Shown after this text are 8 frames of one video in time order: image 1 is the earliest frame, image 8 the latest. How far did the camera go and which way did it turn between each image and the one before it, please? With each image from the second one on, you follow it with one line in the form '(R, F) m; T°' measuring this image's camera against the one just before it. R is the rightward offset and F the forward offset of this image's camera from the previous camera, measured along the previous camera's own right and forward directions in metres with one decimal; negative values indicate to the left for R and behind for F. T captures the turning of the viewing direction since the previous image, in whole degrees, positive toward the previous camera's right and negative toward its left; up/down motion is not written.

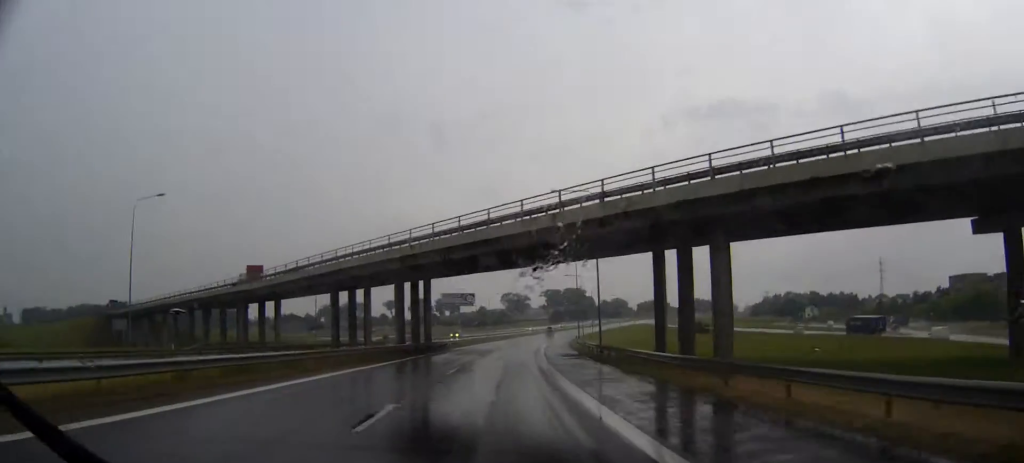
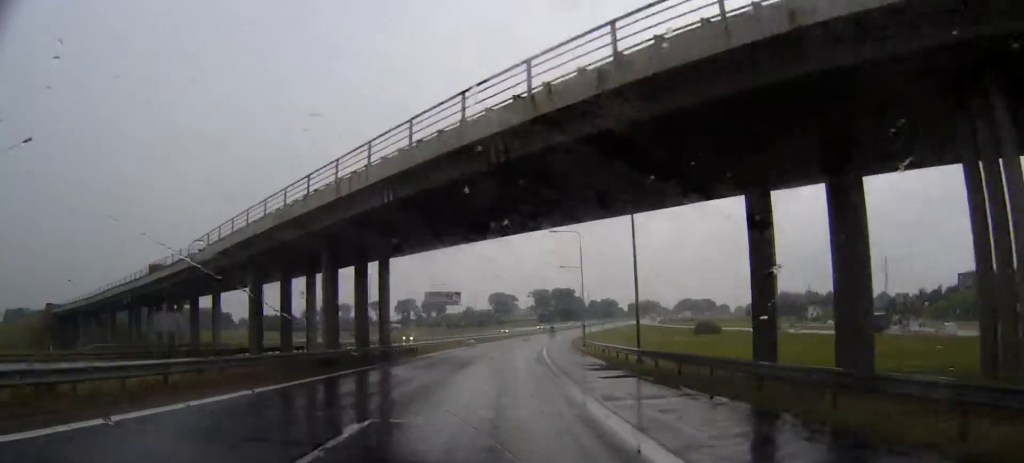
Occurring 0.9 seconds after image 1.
(+0.1, +18.8) m; +1°
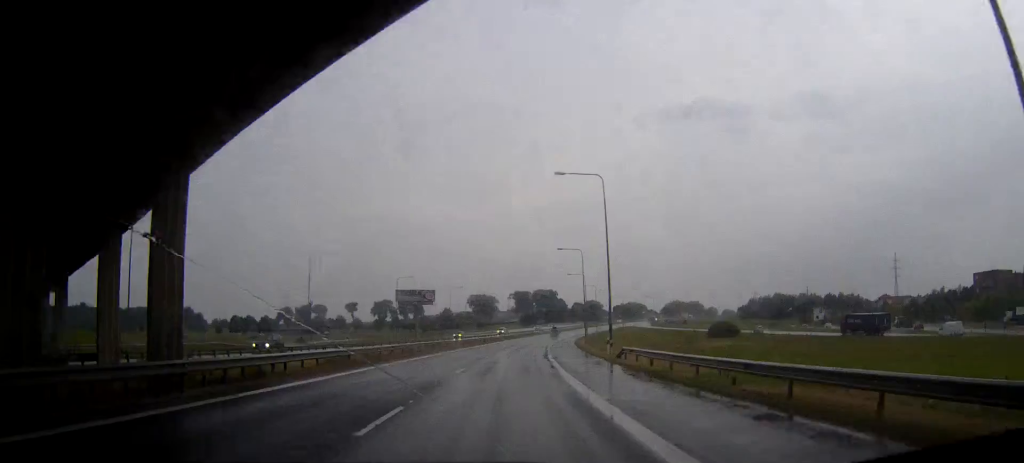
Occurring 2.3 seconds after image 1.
(+0.6, +29.4) m; +2°
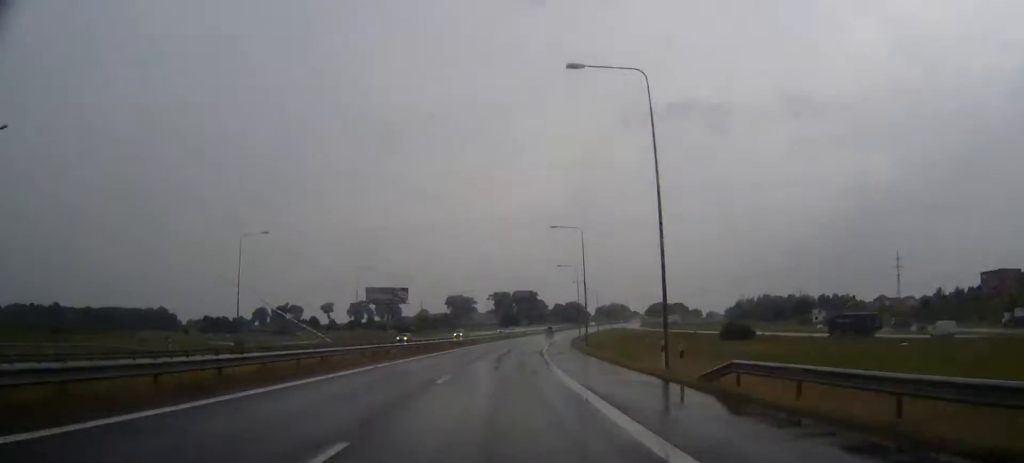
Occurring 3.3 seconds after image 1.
(+0.2, +20.4) m; +1°
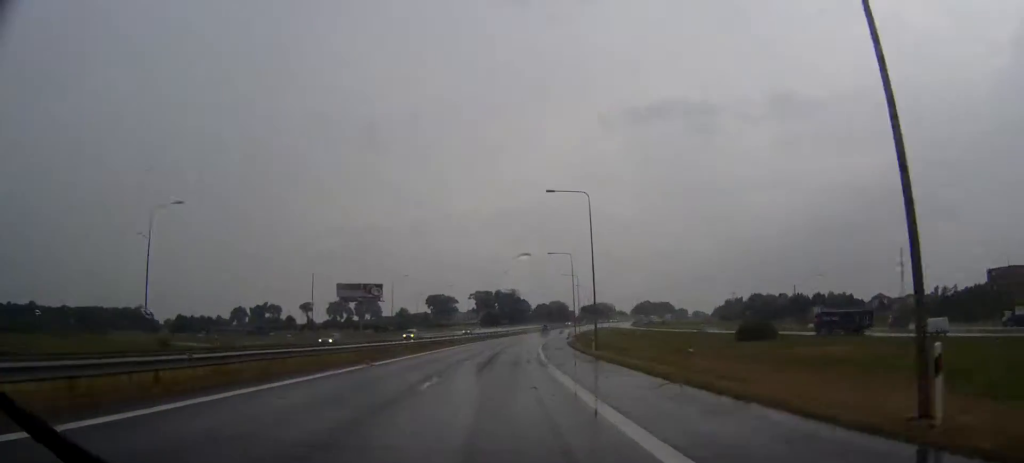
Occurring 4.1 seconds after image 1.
(+0.2, +18.5) m; +1°
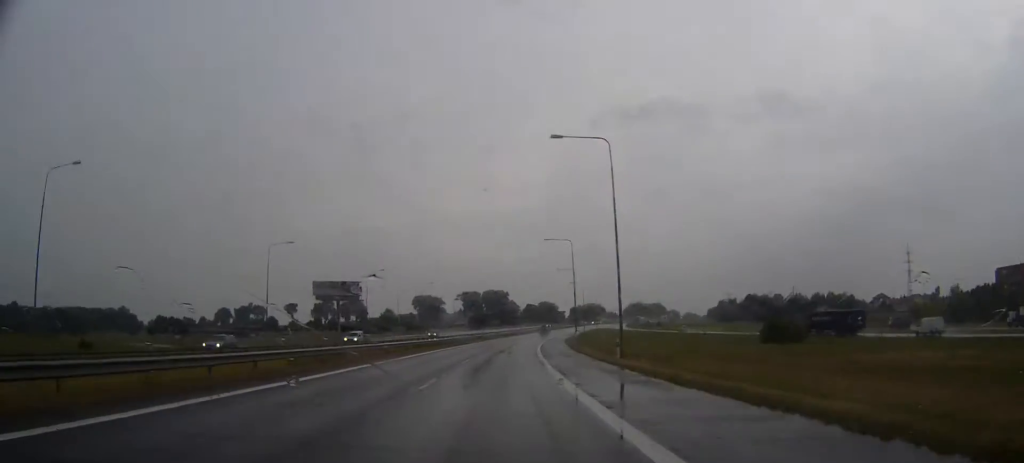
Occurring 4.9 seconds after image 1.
(+0.1, +15.8) m; +1°
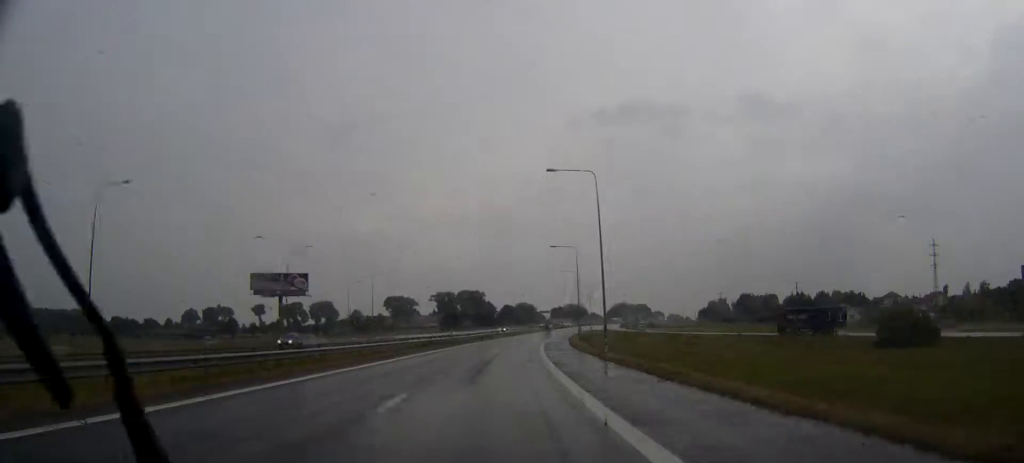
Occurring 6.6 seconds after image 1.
(+0.6, +37.7) m; +2°
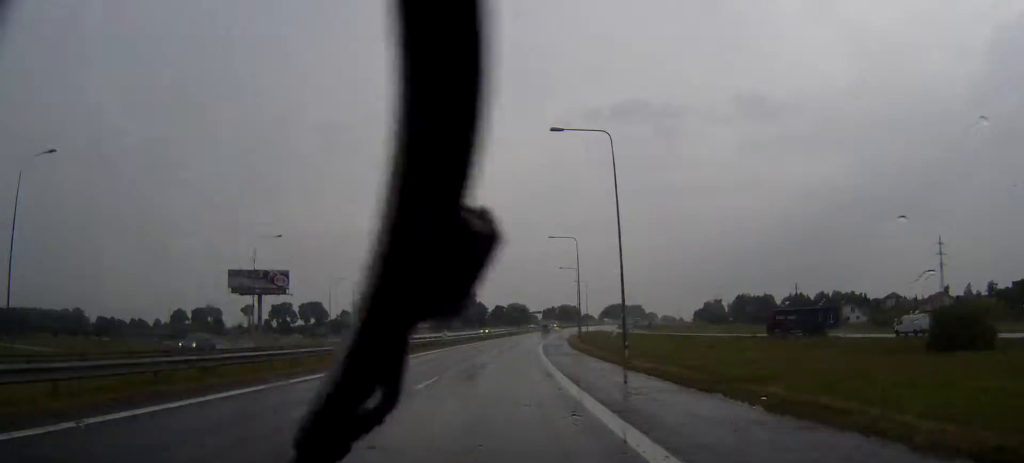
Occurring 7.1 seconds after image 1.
(+0.1, +10.1) m; +1°
